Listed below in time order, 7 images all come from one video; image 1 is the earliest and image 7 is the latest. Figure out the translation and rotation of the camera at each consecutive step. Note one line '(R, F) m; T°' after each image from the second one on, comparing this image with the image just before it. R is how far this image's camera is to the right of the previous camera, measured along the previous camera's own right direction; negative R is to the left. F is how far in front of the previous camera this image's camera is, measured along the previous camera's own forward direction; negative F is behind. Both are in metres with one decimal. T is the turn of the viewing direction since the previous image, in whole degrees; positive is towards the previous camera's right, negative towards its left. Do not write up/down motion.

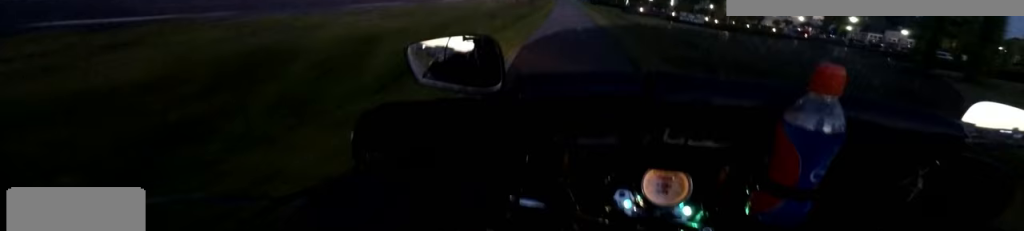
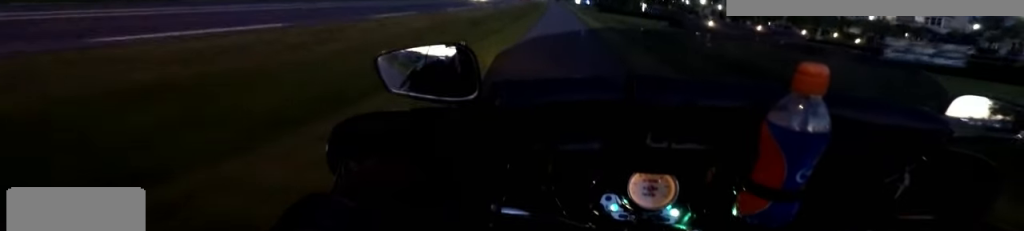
(0.0, +29.8) m; -2°
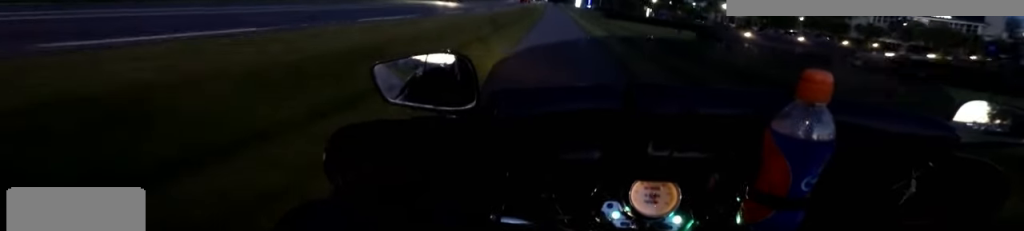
(0.0, +7.1) m; -1°
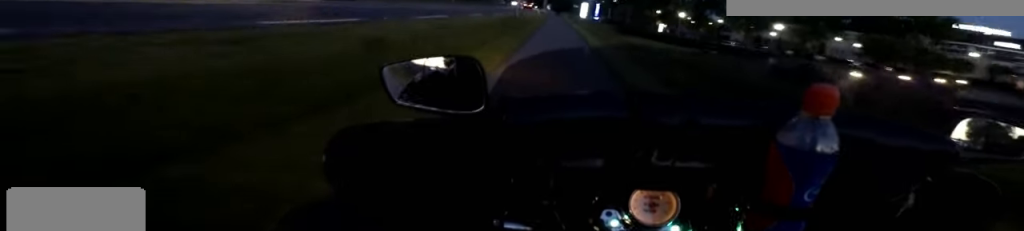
(-0.5, +9.5) m; 0°
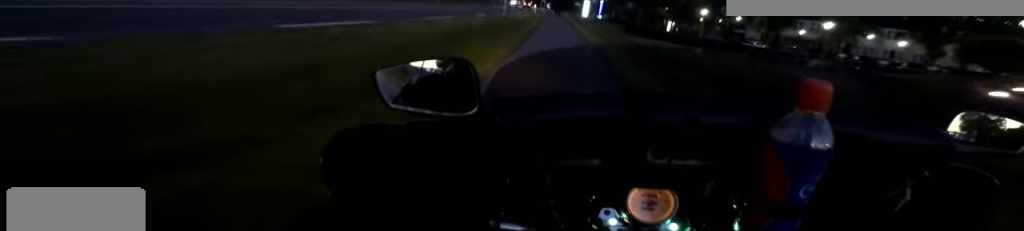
(+0.3, +5.8) m; -1°
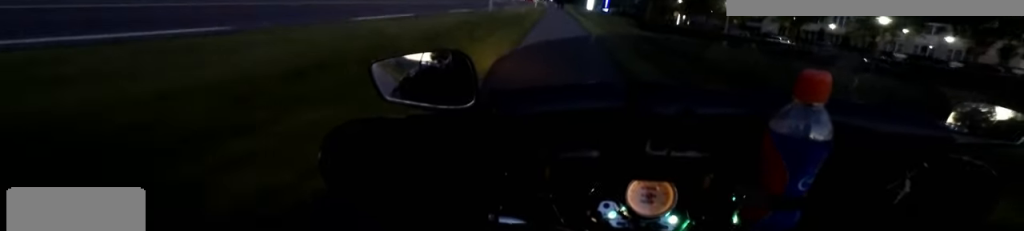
(+0.3, +4.3) m; -1°
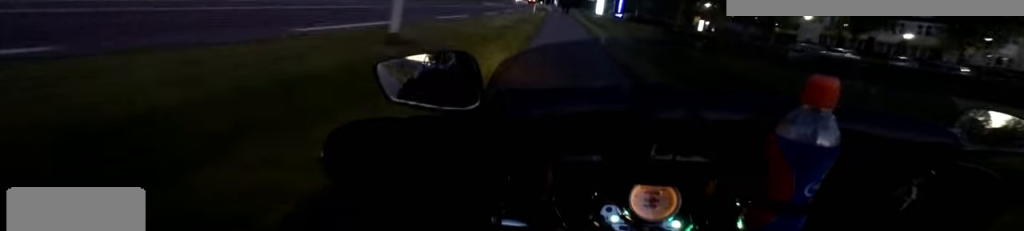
(-0.4, +8.2) m; -4°
